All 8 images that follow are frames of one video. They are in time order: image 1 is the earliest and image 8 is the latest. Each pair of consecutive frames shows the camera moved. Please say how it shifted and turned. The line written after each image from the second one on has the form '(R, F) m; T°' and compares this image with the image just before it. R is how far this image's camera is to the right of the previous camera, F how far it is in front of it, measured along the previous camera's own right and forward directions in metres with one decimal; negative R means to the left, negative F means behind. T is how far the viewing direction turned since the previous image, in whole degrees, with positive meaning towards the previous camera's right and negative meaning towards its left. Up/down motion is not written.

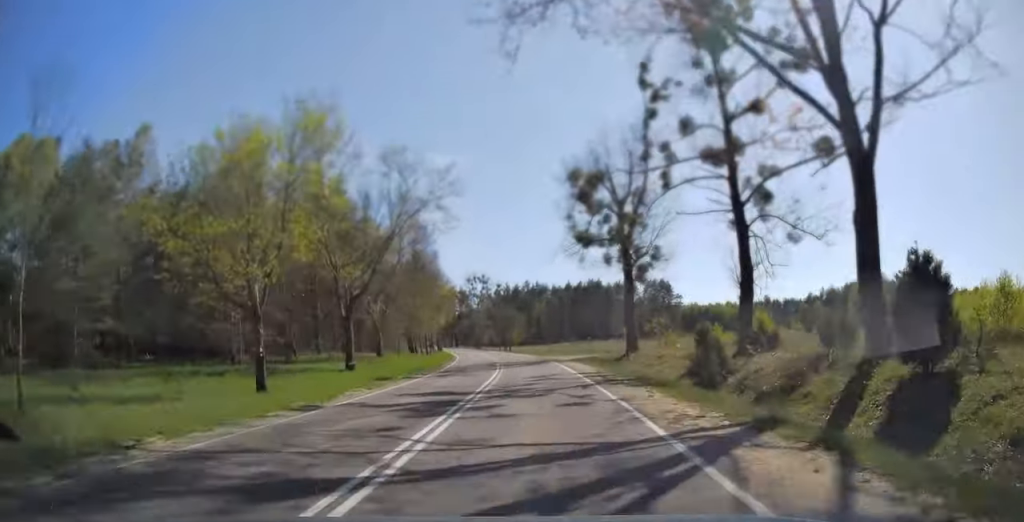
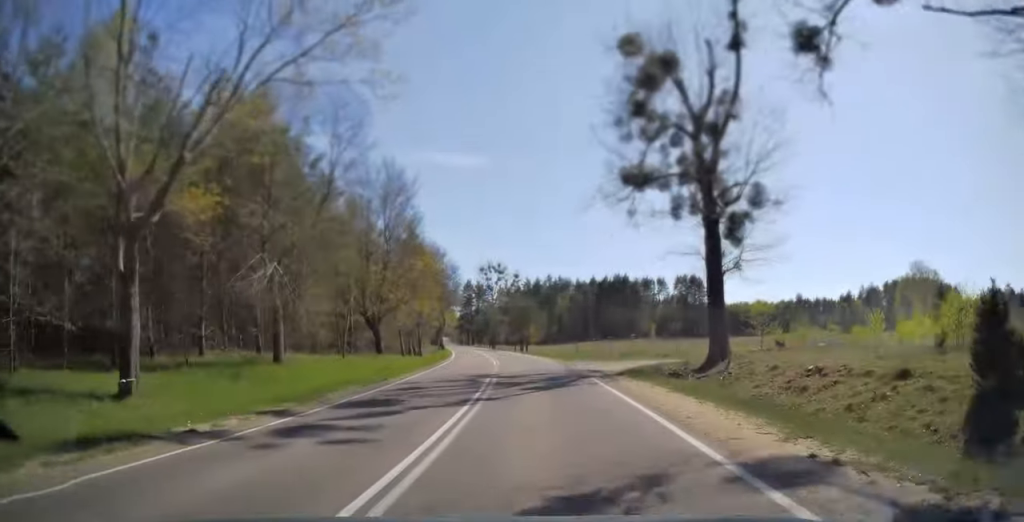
(-0.2, +18.8) m; -2°
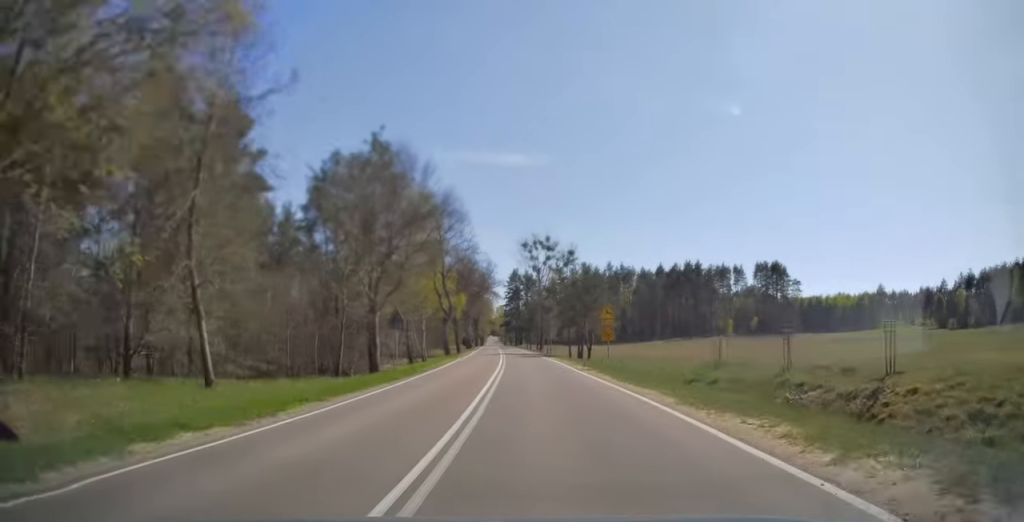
(-1.4, +36.6) m; -4°
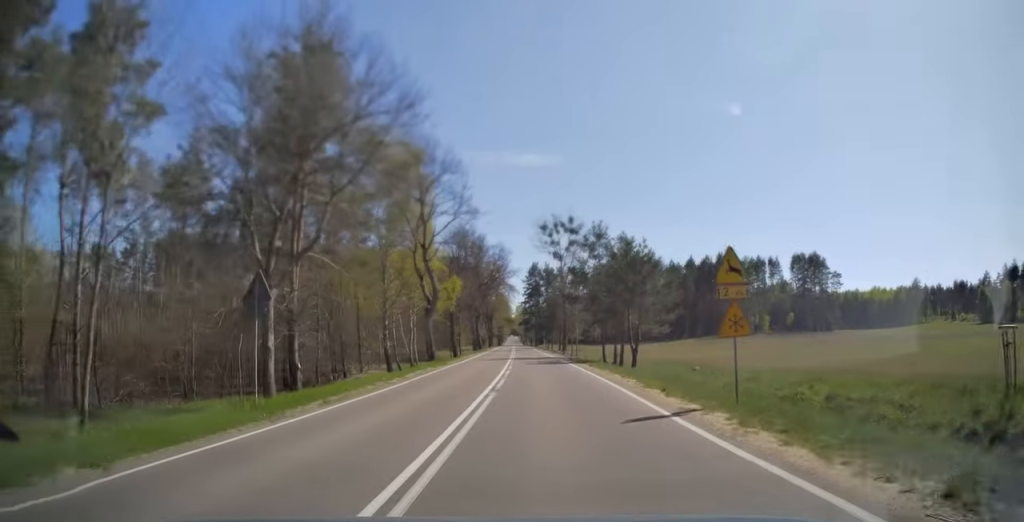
(-0.2, +16.5) m; -1°
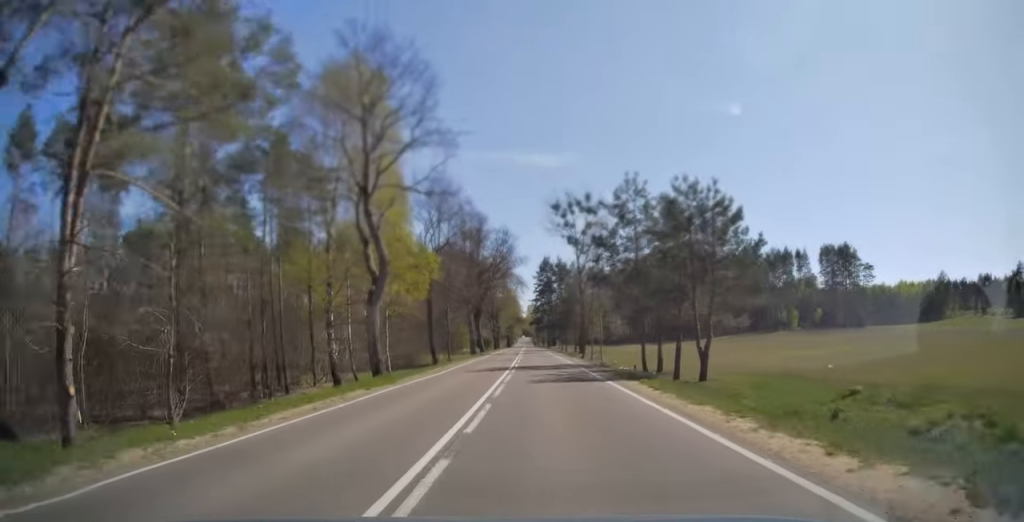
(-0.2, +14.7) m; -1°
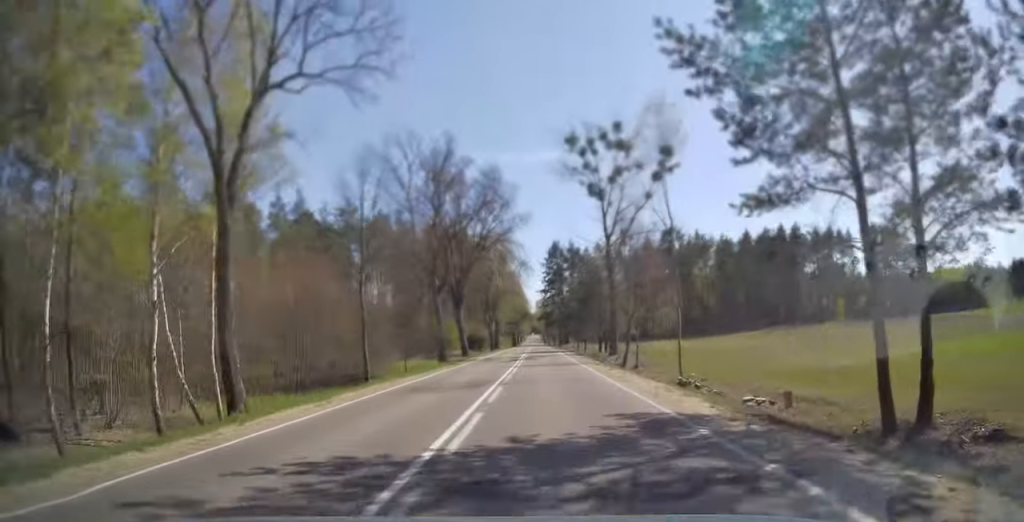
(-0.3, +25.3) m; -1°
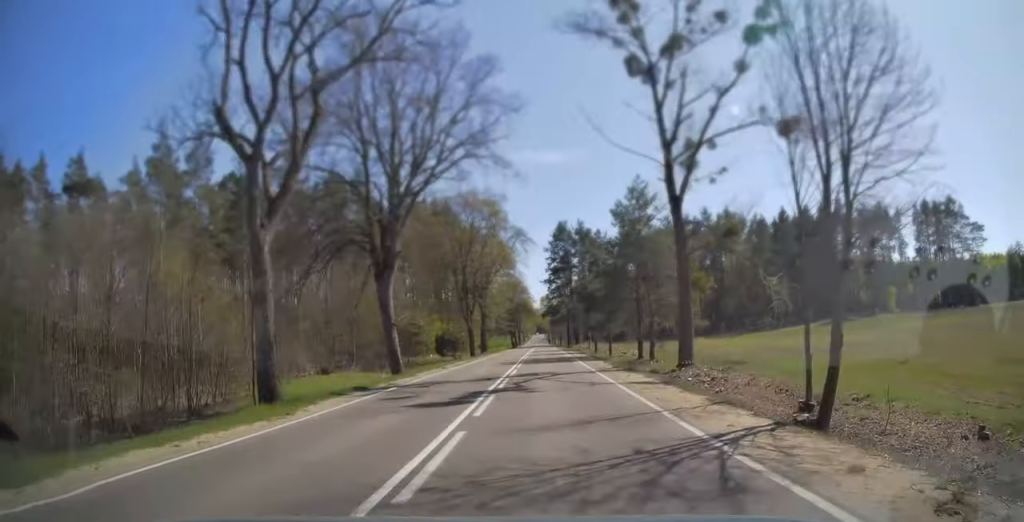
(-0.1, +25.7) m; 0°
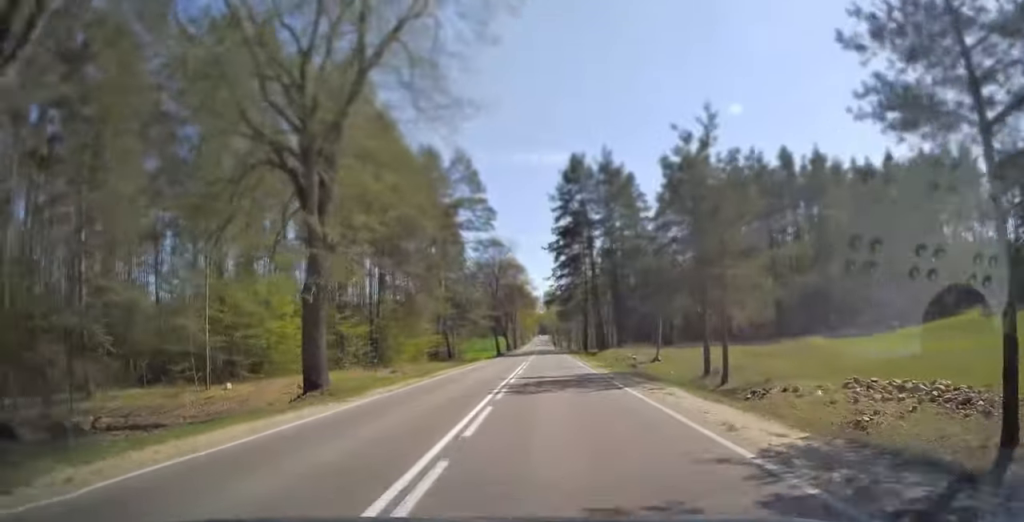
(-0.1, +49.4) m; 0°
